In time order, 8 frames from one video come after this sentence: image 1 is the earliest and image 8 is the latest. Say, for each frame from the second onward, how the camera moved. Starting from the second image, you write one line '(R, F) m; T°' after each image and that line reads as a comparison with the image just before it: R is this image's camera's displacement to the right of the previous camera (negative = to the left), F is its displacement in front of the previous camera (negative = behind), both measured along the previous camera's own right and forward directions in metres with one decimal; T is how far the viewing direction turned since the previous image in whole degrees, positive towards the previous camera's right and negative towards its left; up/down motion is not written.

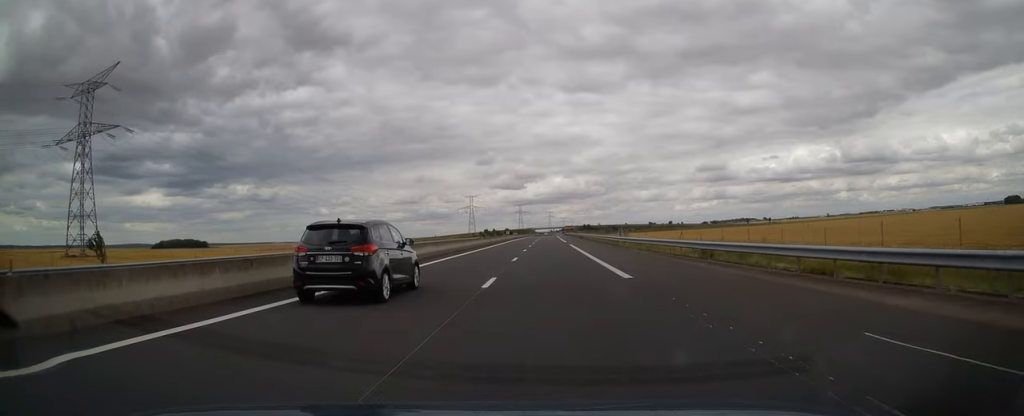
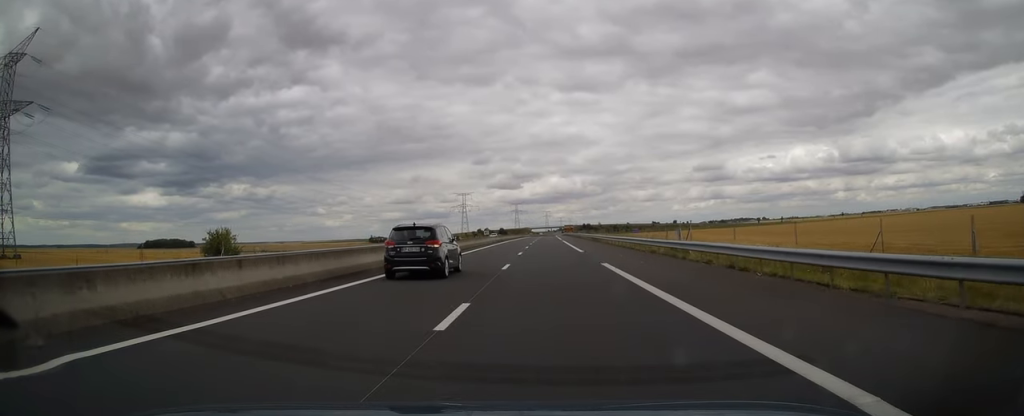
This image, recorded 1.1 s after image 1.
(0.0, +32.2) m; 0°
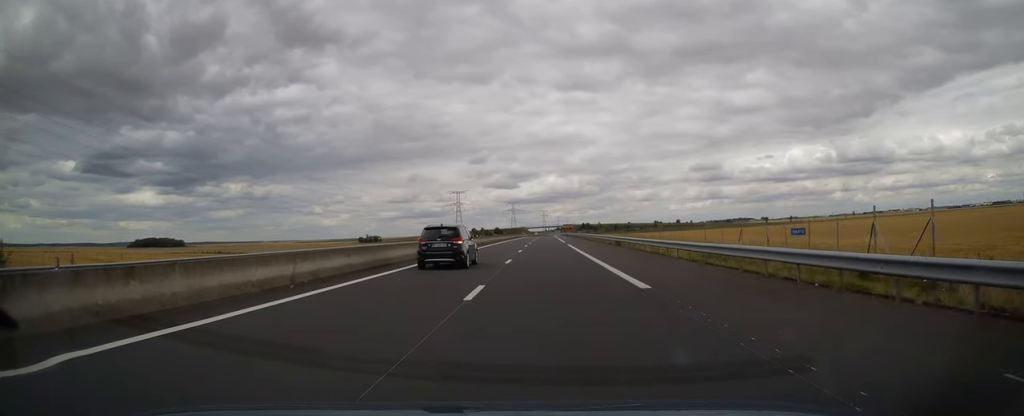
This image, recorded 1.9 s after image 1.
(0.0, +22.4) m; 0°
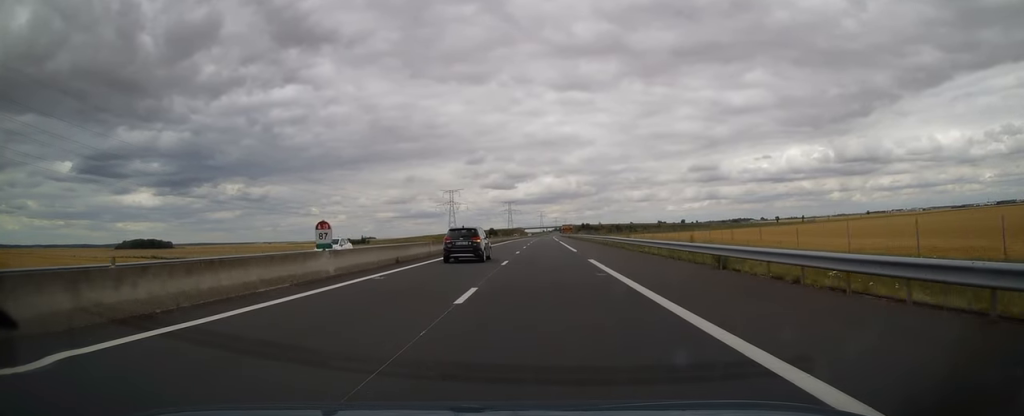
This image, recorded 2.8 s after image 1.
(+0.1, +26.3) m; +1°
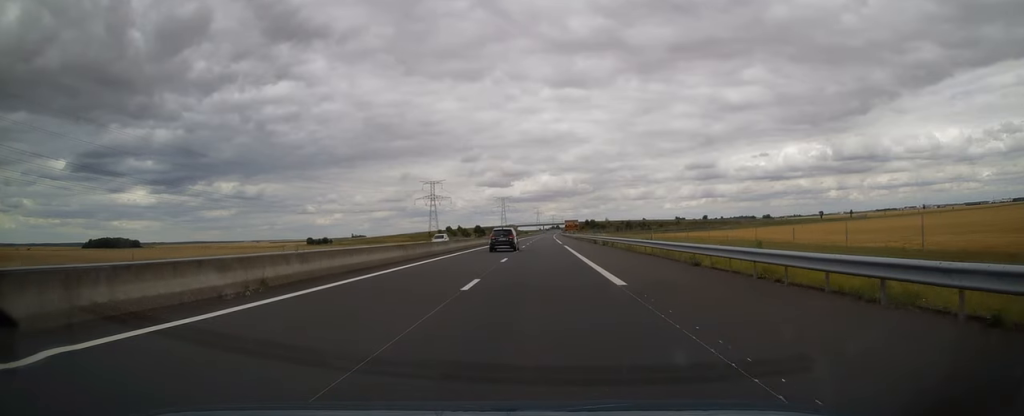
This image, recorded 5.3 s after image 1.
(+0.3, +75.0) m; 0°
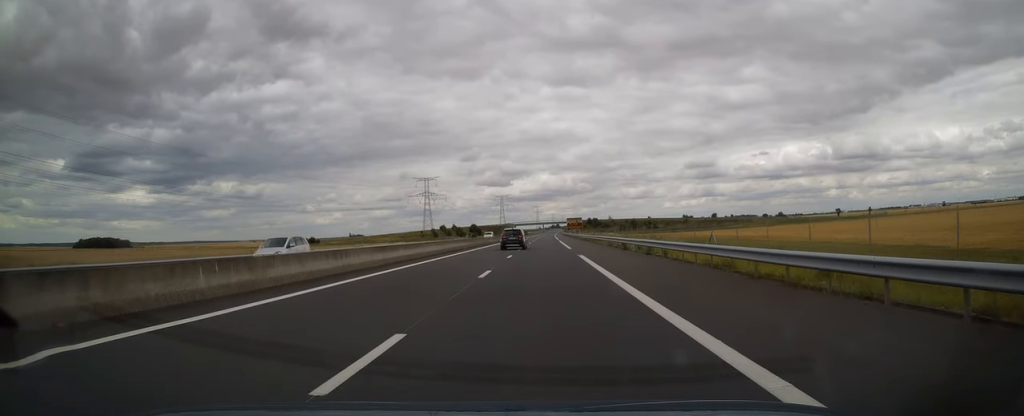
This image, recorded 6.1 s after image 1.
(-0.2, +21.9) m; 0°
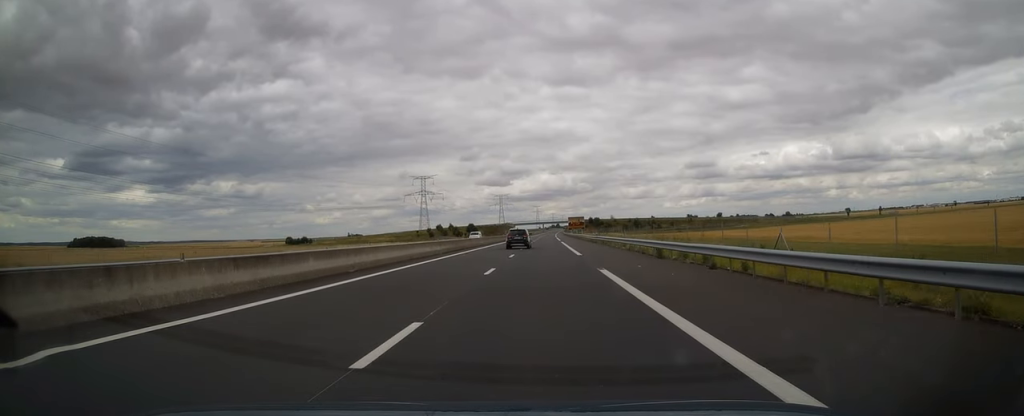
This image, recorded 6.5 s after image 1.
(-0.2, +11.7) m; 0°
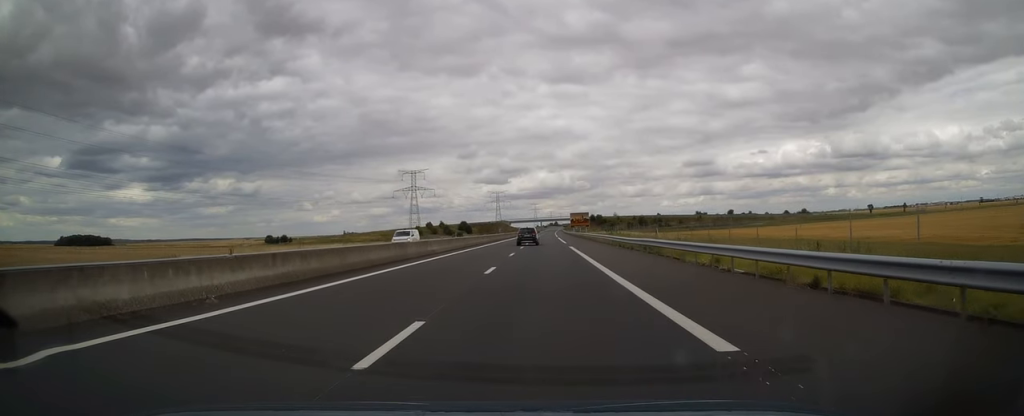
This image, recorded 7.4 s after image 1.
(+0.4, +25.9) m; +1°
